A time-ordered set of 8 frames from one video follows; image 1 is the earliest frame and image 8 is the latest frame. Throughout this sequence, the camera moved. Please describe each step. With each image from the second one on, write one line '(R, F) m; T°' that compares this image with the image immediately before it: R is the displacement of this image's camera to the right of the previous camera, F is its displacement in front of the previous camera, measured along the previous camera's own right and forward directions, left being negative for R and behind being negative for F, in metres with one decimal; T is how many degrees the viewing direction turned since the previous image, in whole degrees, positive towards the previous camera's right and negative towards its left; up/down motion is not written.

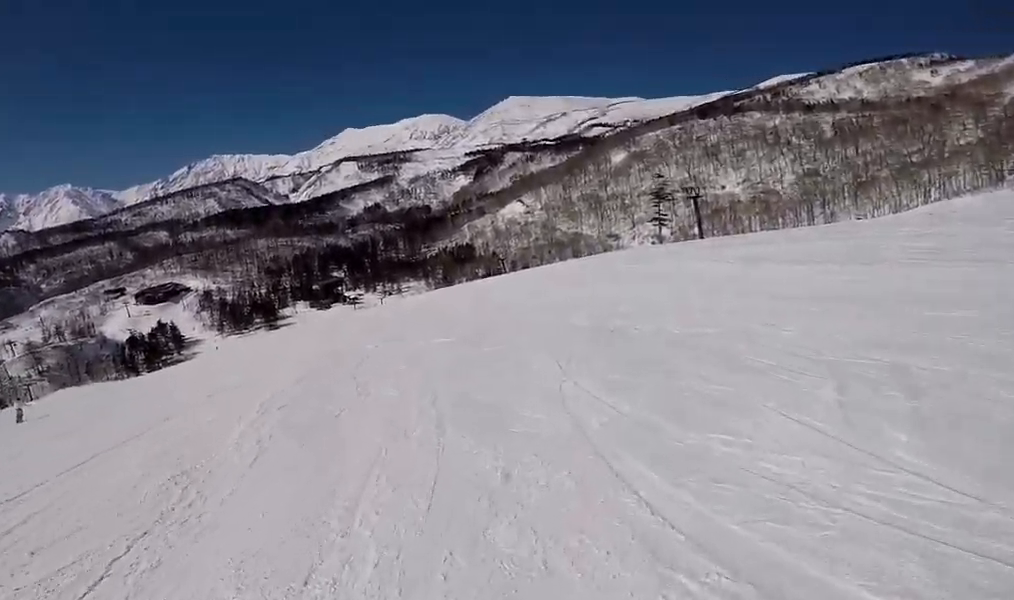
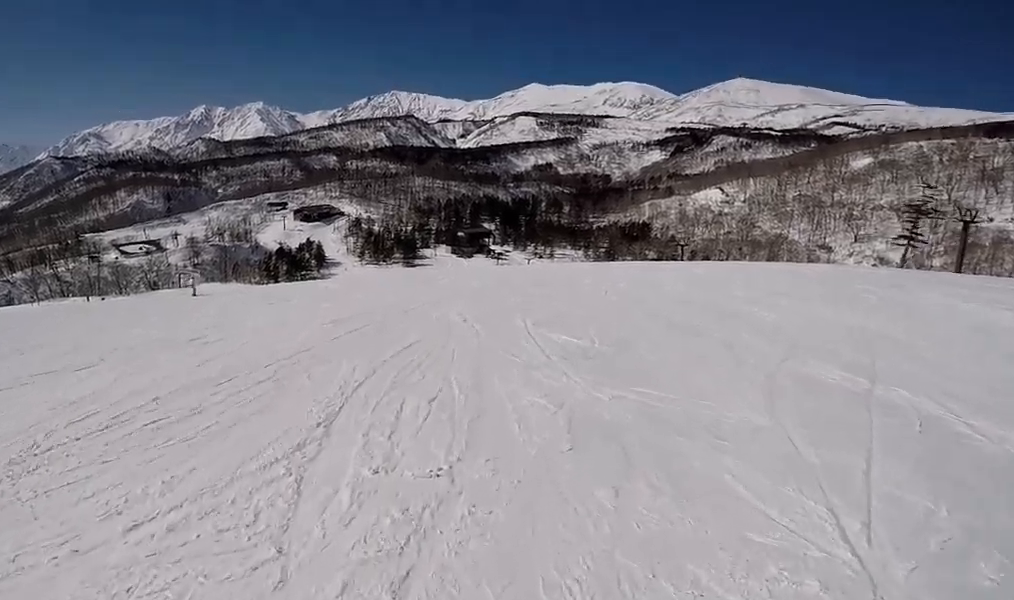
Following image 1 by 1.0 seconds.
(-1.0, +5.3) m; -17°
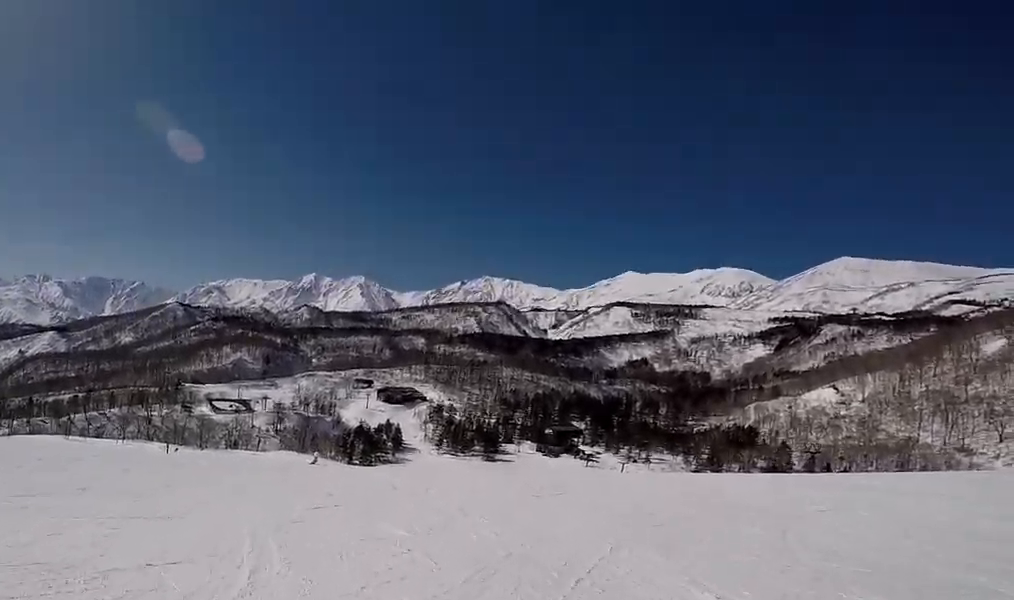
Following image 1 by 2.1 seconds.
(-0.9, +6.2) m; -17°
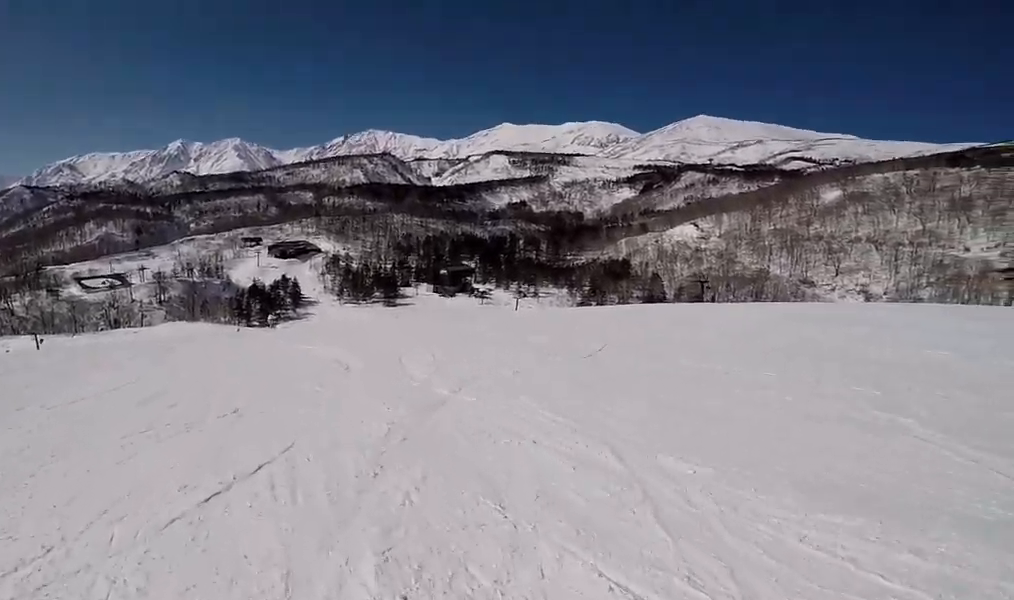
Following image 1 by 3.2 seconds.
(-0.8, +7.0) m; +8°
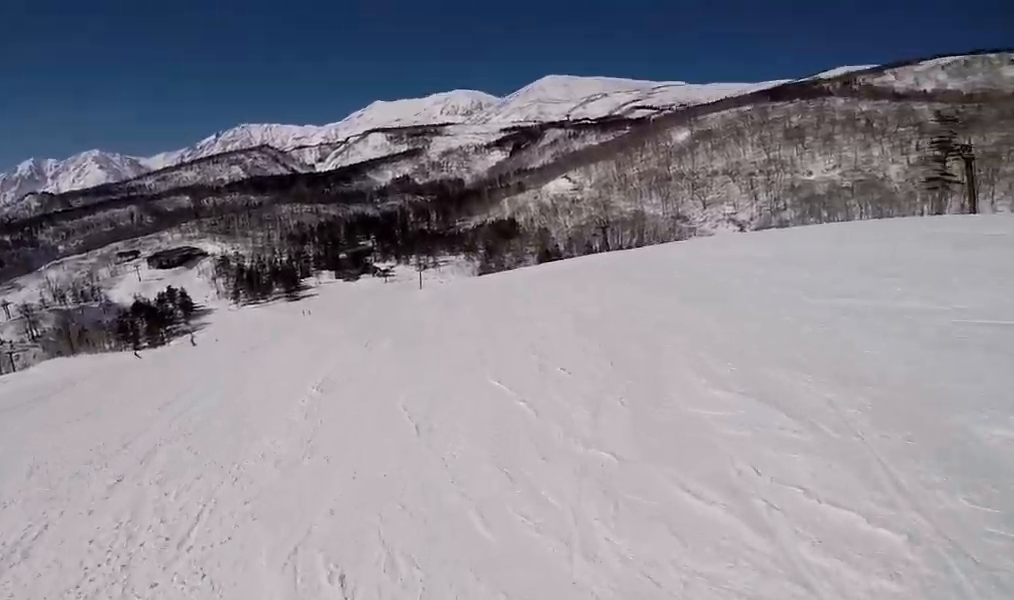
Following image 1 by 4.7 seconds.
(+3.3, +8.0) m; +26°
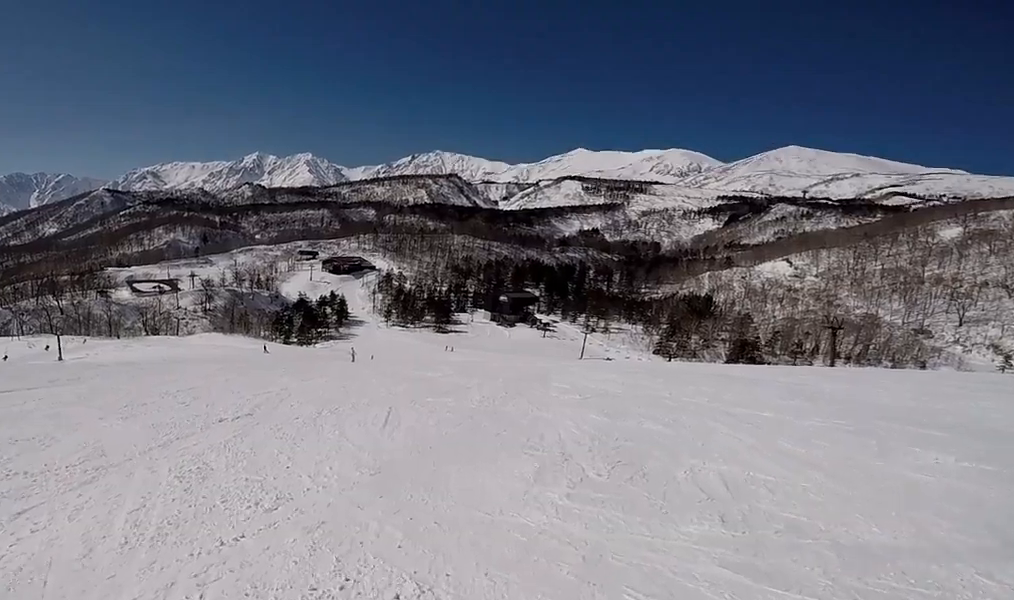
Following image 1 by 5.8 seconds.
(-1.6, +7.0) m; -28°
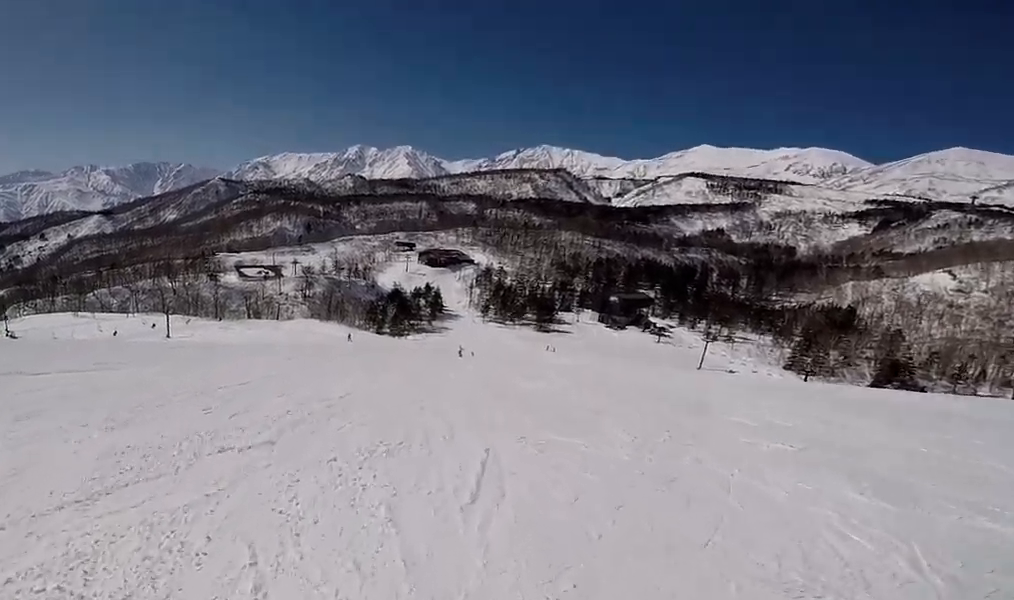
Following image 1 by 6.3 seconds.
(-0.8, +3.1) m; -13°
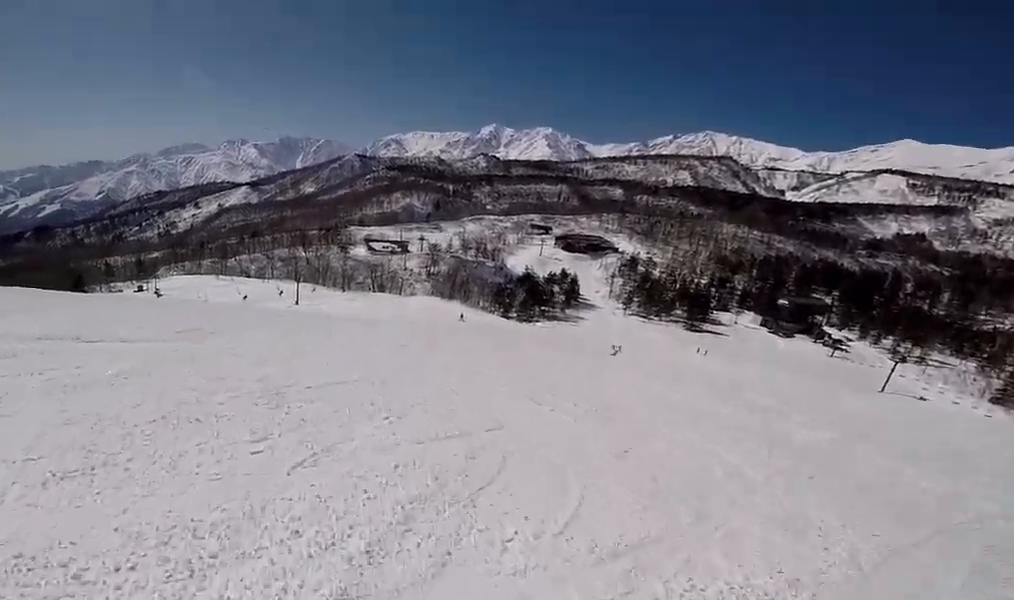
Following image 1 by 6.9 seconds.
(-0.4, +3.9) m; -10°
